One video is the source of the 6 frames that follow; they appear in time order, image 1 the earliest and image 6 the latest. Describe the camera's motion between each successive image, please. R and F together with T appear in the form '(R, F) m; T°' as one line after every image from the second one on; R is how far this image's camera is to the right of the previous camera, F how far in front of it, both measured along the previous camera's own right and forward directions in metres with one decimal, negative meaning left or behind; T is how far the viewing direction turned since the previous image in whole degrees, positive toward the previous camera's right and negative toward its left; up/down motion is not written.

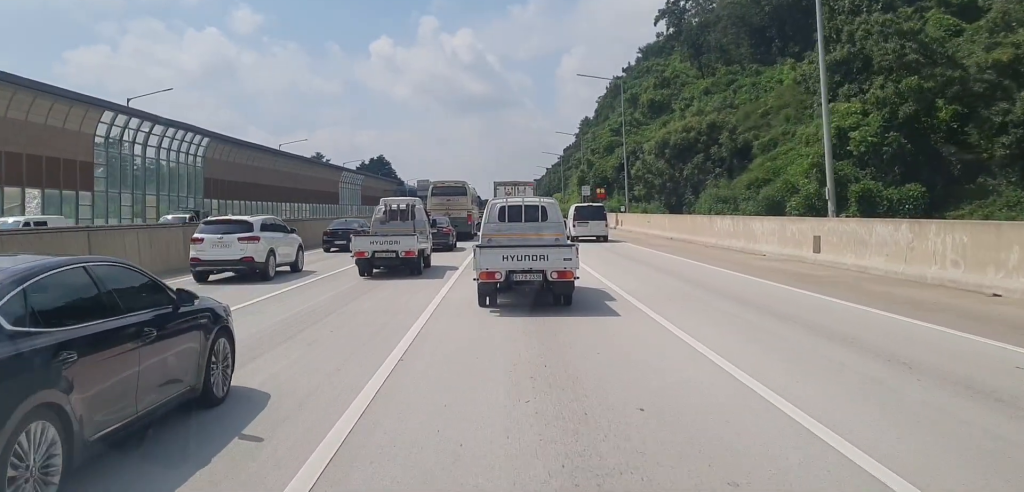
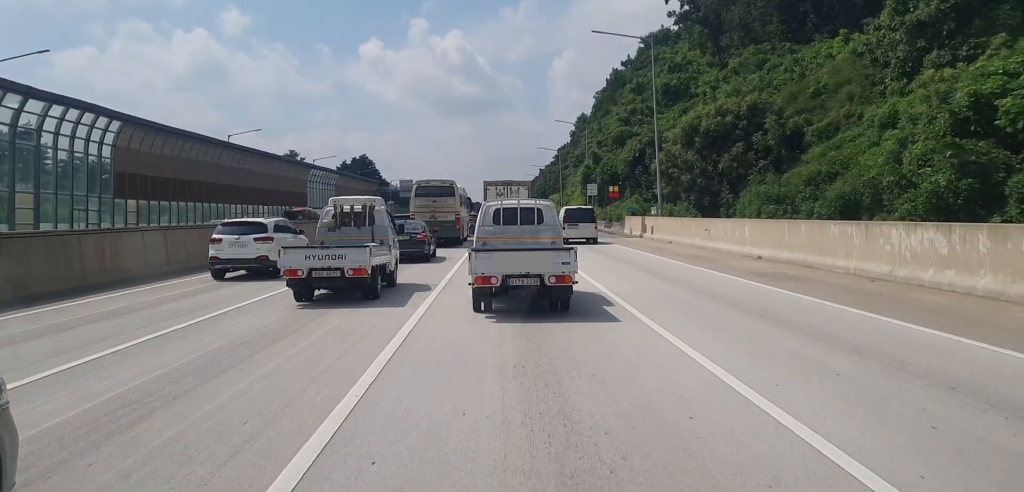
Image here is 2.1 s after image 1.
(-0.4, +16.3) m; +1°
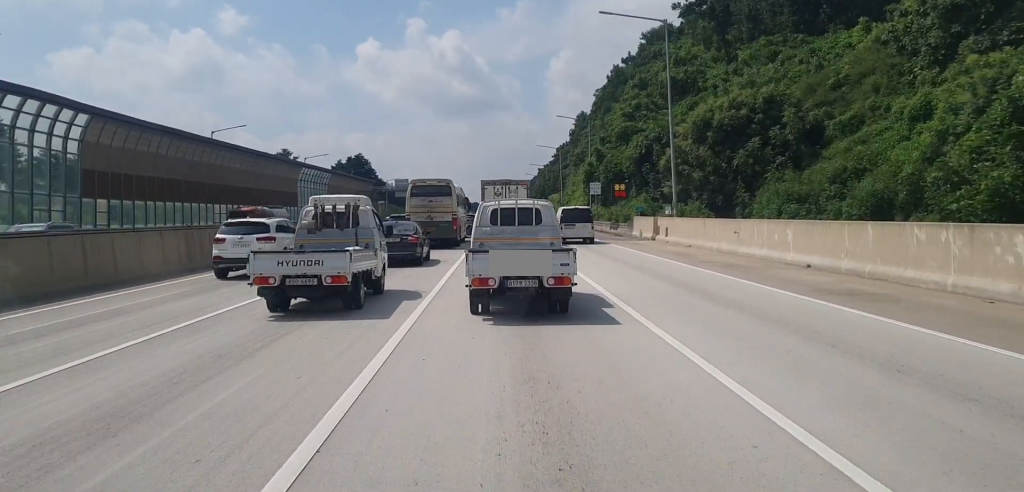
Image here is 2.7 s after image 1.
(+0.1, +4.5) m; +1°
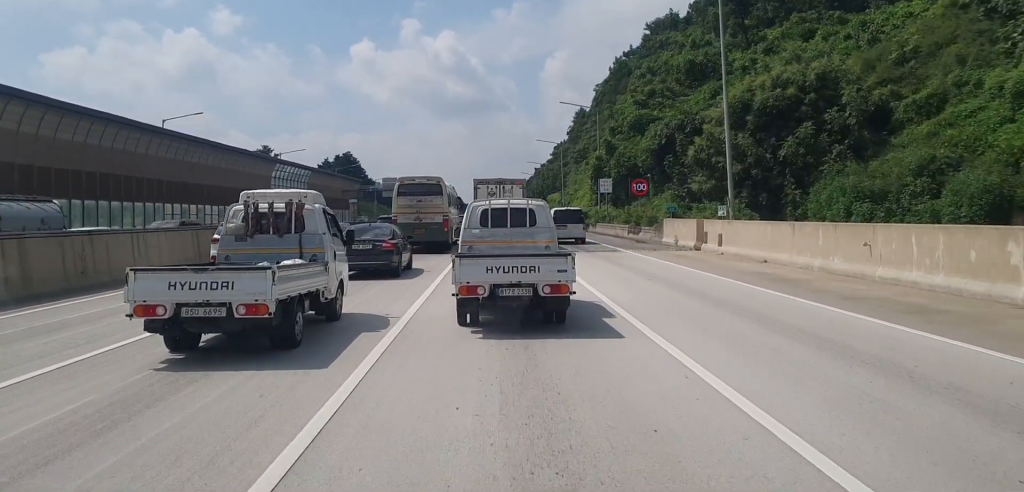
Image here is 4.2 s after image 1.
(0.0, +10.9) m; 0°
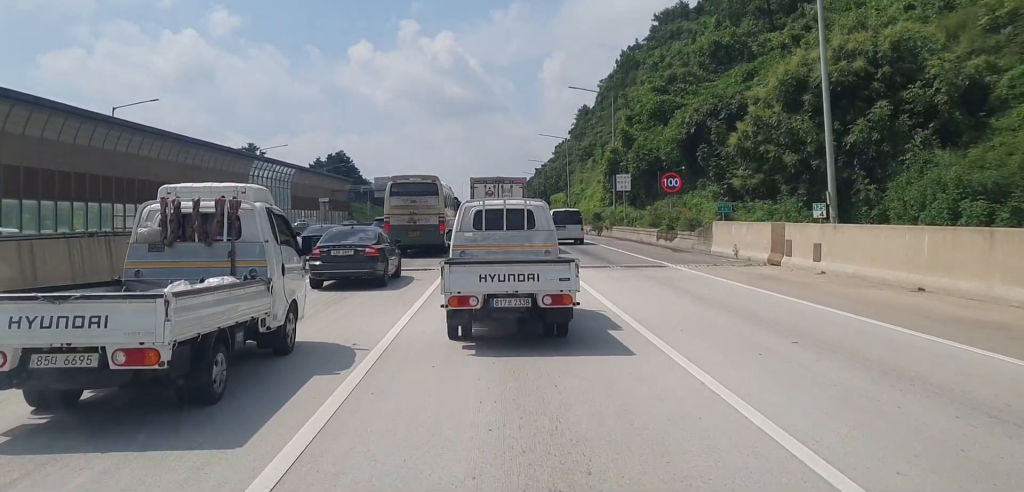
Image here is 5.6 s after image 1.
(0.0, +9.5) m; -1°
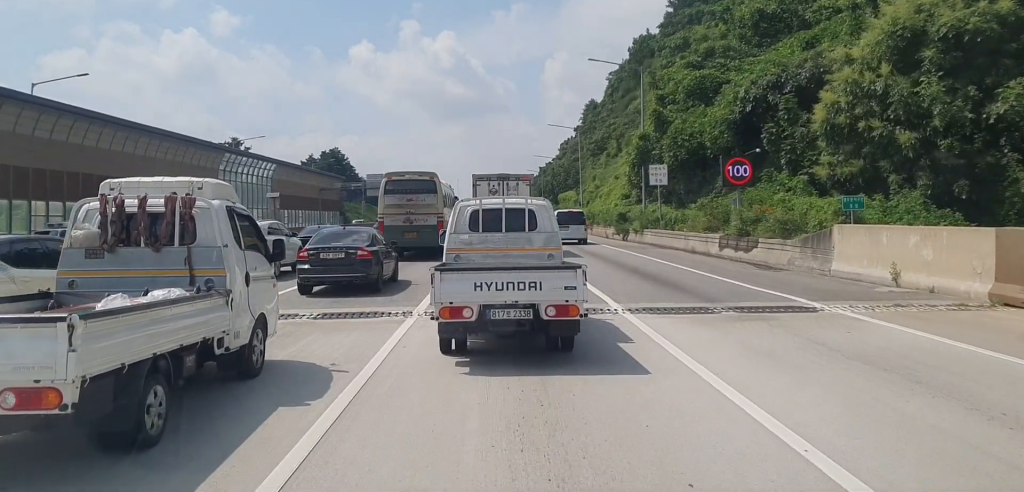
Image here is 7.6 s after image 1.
(-0.8, +11.3) m; -3°
